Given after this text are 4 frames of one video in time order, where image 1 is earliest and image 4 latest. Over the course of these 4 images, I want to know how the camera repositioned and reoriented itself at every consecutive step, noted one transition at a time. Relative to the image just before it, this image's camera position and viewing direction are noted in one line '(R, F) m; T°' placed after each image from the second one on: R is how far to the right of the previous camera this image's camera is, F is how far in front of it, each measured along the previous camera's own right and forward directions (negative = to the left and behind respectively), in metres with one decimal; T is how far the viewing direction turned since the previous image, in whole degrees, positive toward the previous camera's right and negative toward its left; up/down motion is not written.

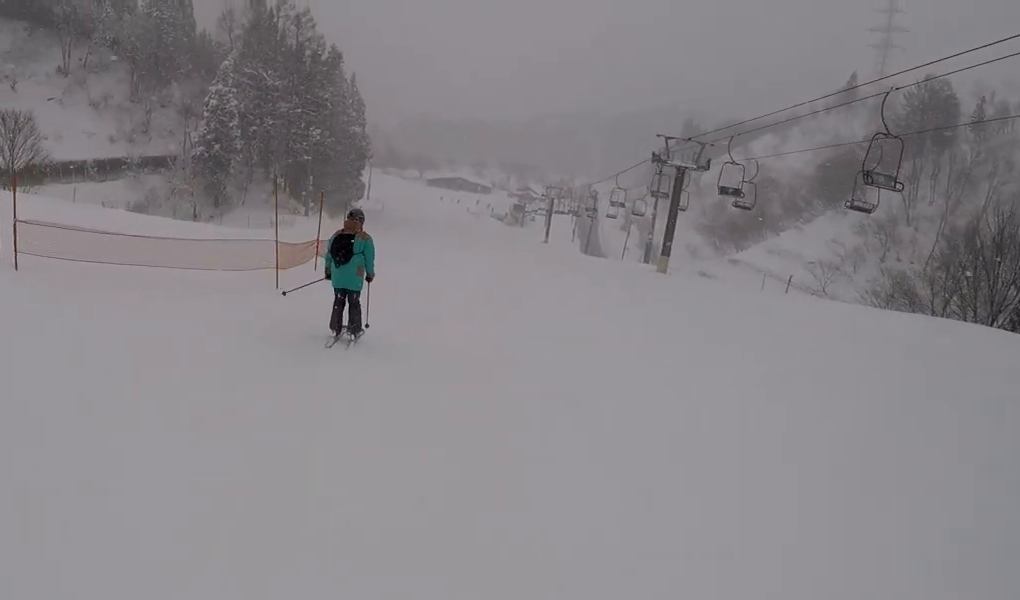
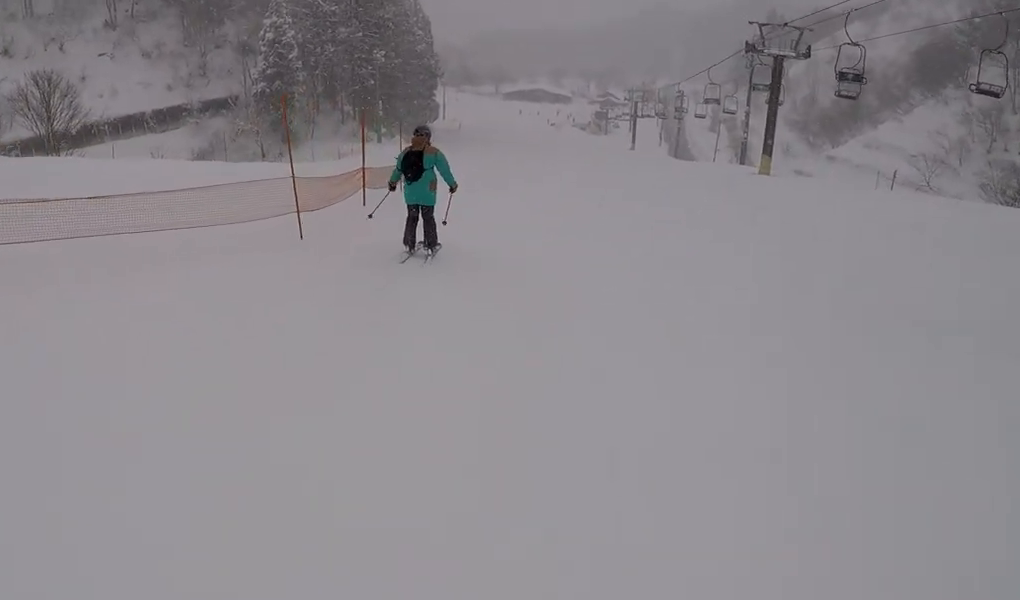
(+0.3, +2.9) m; 0°
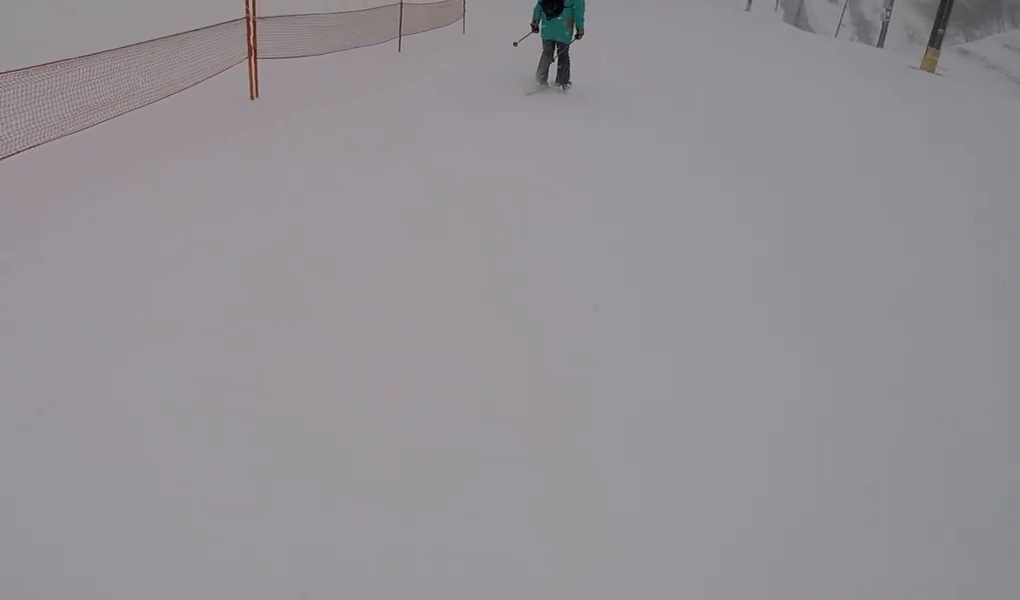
(-0.6, +8.5) m; -4°
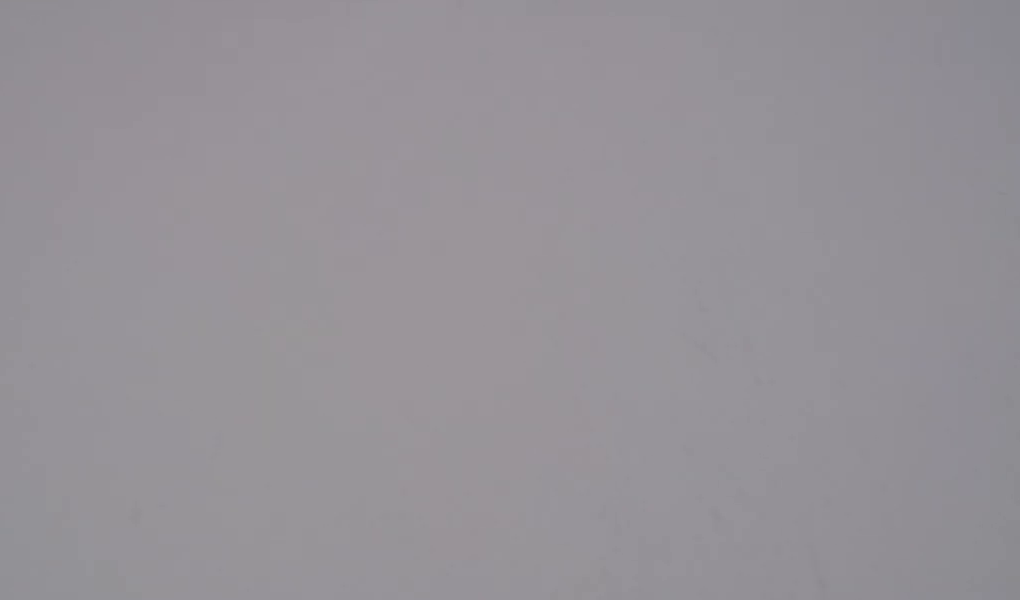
(-0.6, +31.2) m; -1°
